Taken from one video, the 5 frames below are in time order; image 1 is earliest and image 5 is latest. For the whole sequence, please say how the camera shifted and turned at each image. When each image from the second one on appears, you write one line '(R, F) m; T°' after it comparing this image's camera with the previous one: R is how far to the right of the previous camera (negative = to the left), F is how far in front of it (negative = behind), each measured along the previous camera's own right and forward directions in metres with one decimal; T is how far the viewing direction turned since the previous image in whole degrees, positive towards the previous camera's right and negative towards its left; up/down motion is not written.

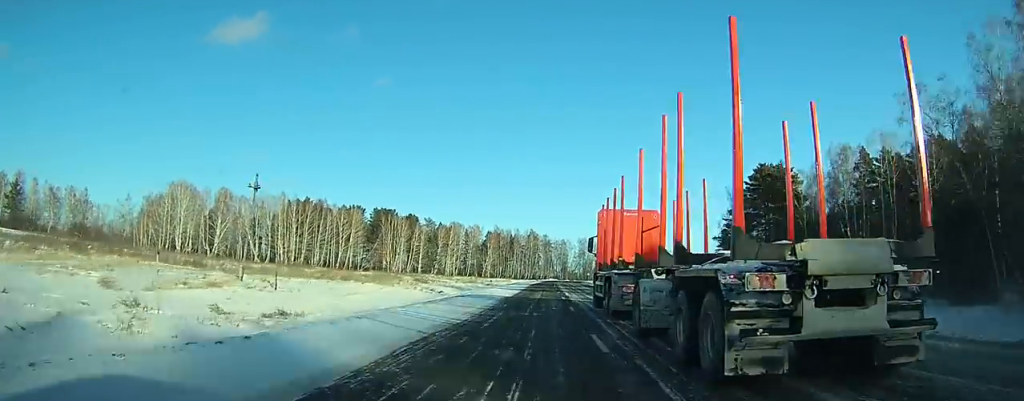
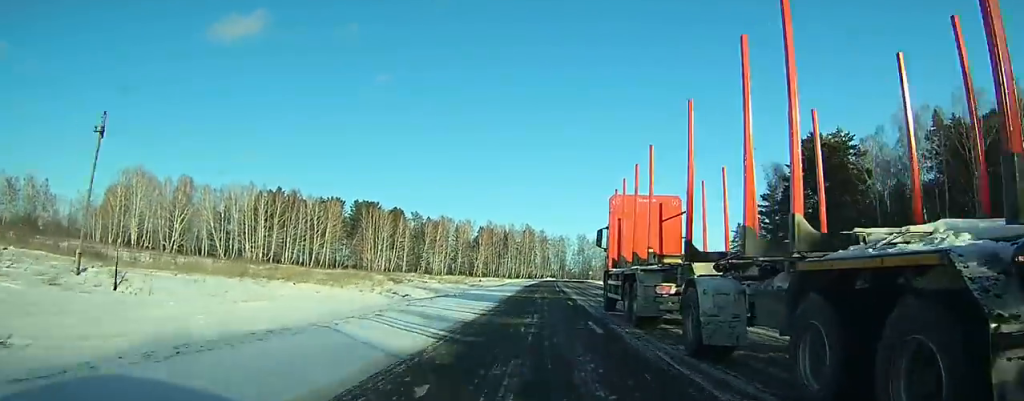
(-0.2, +20.7) m; 0°
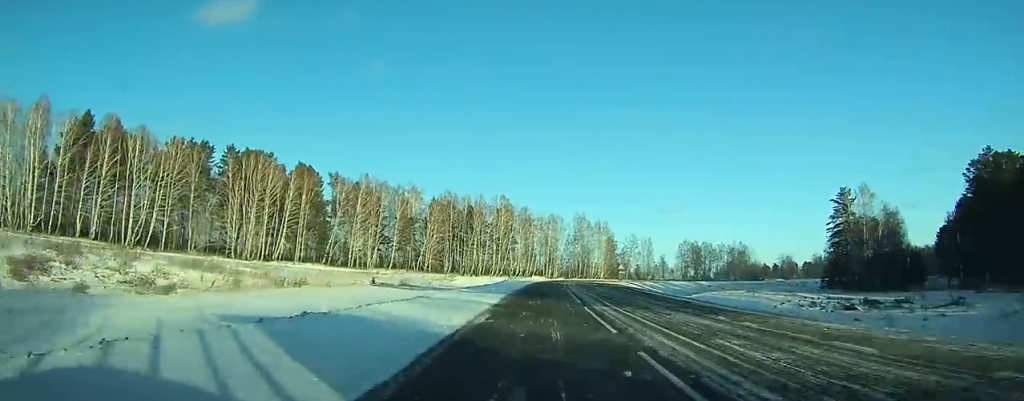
(0.0, +80.1) m; +1°
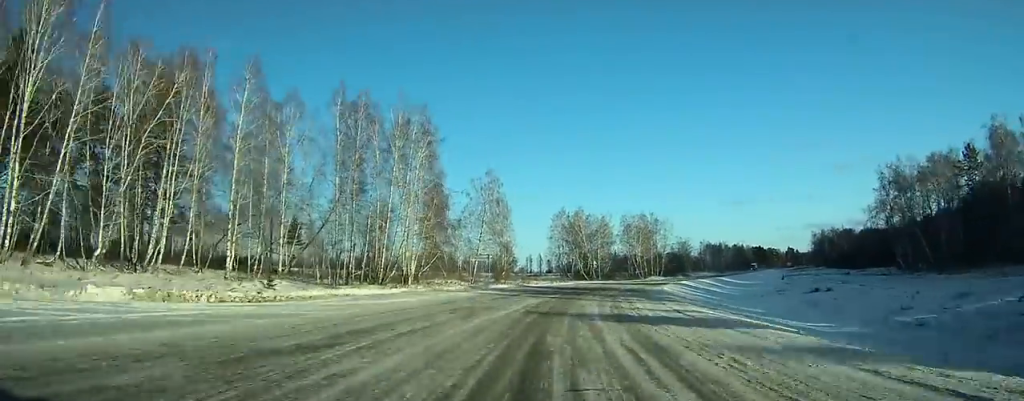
(+12.7, +132.4) m; +15°
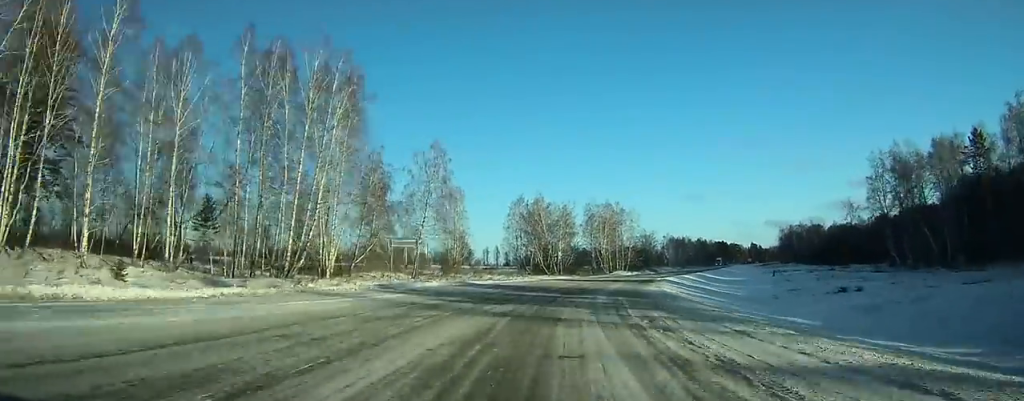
(+0.1, +15.6) m; +4°
